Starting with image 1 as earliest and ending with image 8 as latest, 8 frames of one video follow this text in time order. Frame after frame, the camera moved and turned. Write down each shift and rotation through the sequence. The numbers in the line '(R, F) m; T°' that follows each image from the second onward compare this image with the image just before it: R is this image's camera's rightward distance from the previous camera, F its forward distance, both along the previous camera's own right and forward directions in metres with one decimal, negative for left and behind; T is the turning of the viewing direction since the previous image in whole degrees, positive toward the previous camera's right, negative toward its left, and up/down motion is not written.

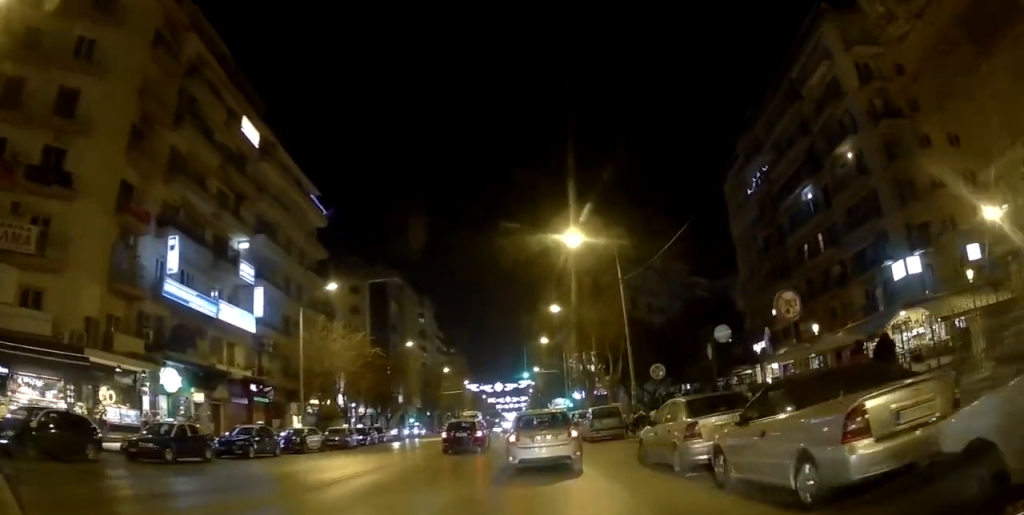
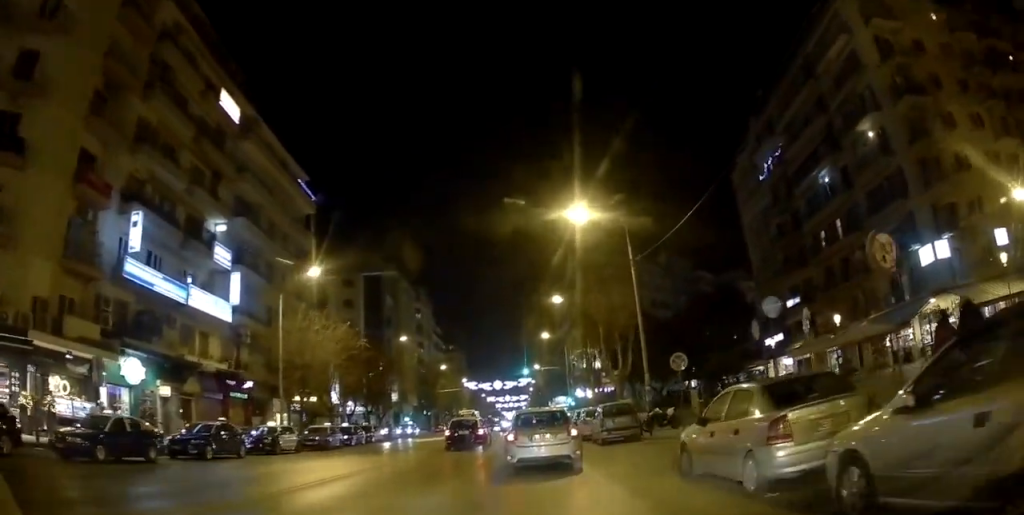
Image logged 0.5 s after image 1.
(+0.1, +3.6) m; +2°
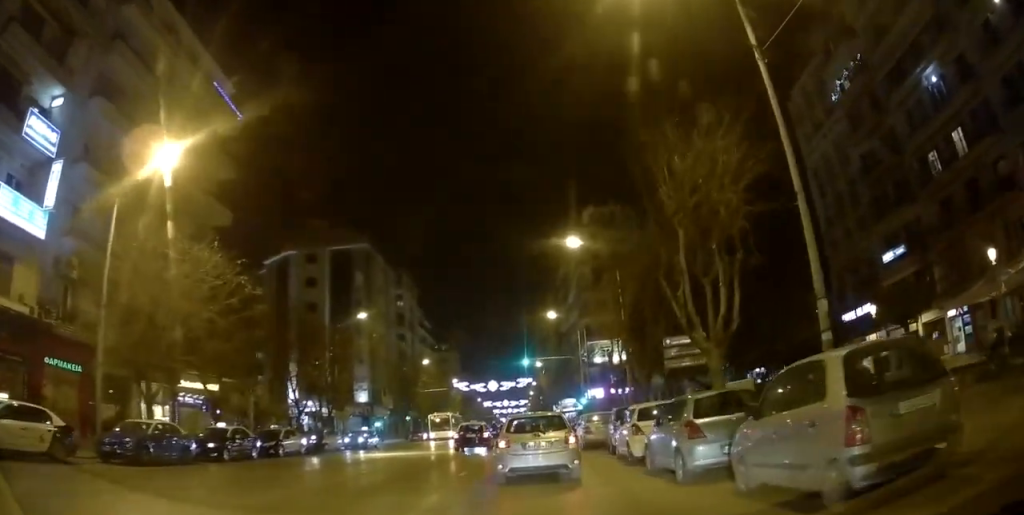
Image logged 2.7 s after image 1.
(+0.3, +16.9) m; -2°
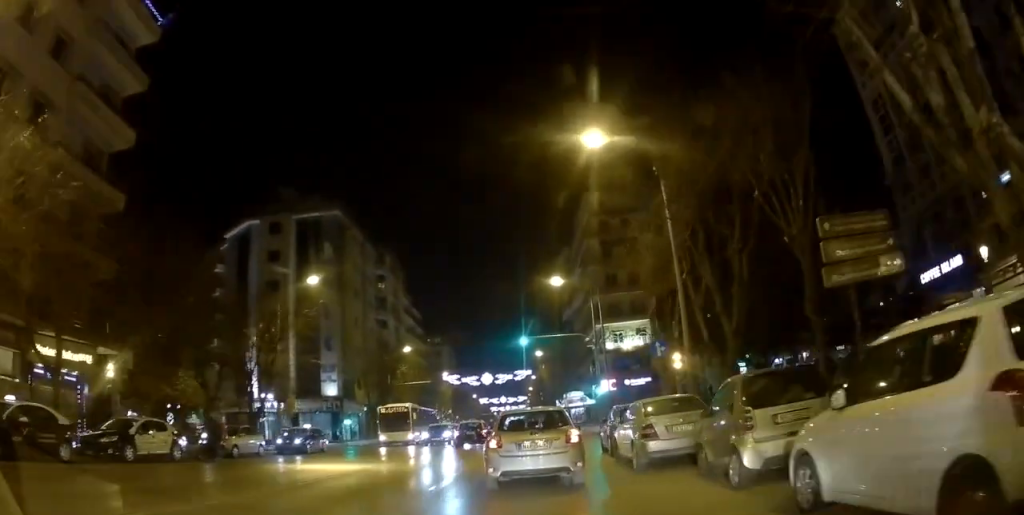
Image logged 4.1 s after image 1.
(-0.1, +11.3) m; -1°
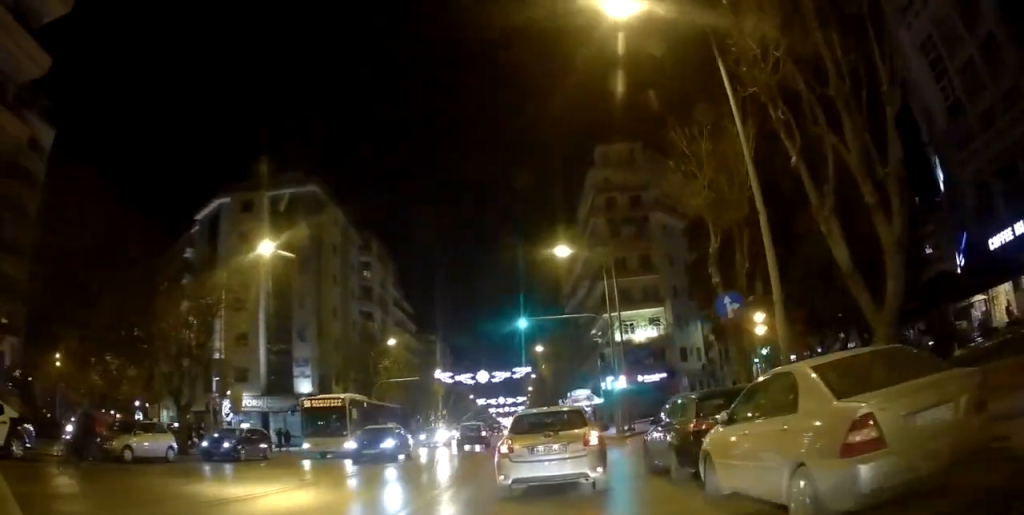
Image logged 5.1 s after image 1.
(-0.2, +7.6) m; -1°
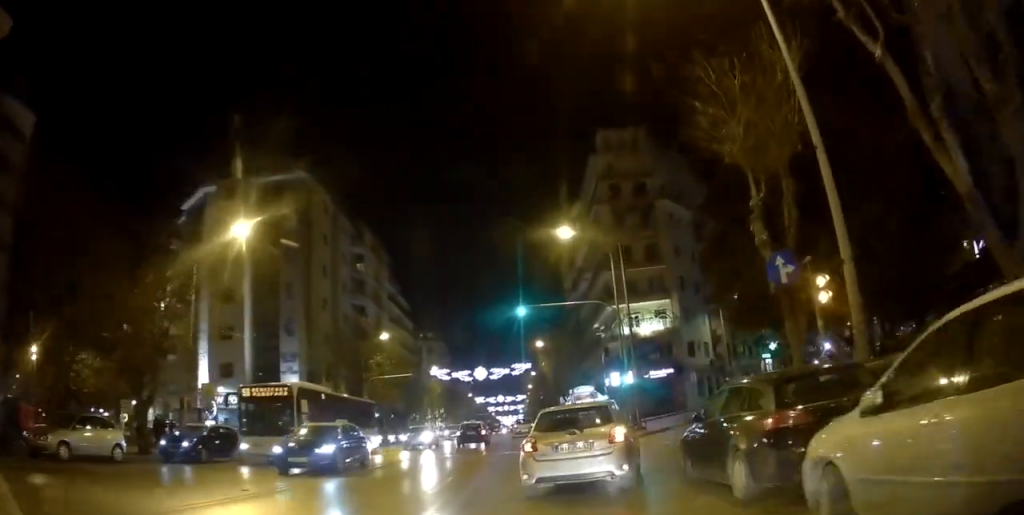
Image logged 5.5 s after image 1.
(0.0, +3.0) m; +1°
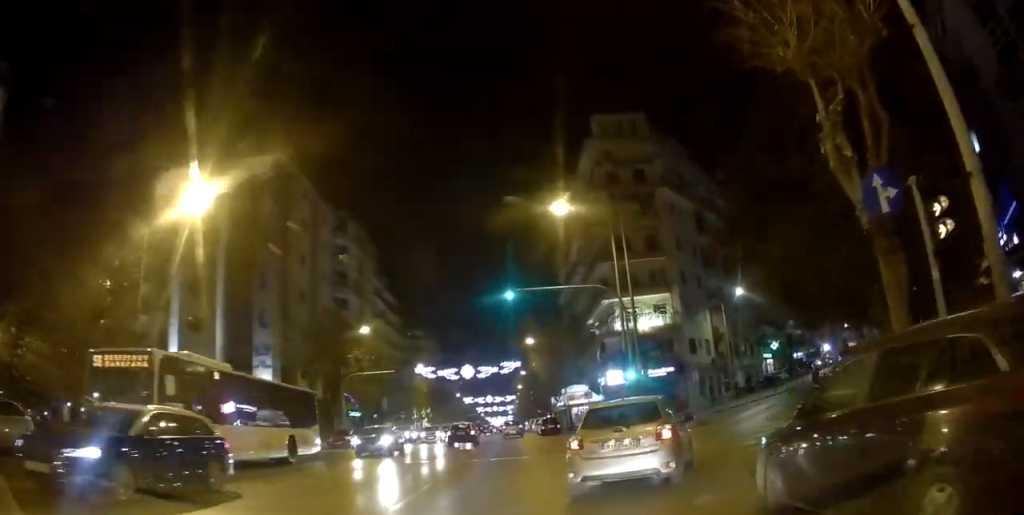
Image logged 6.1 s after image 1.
(0.0, +3.8) m; +1°
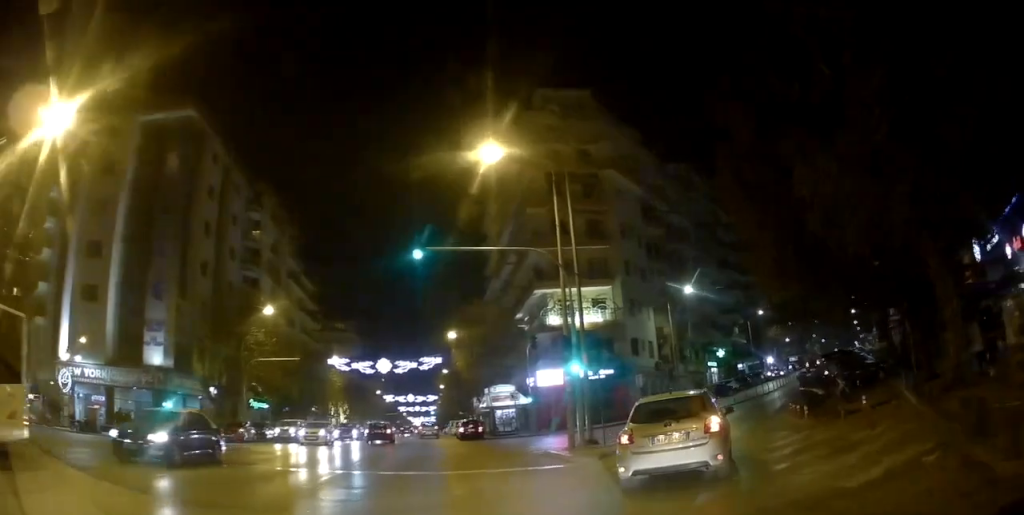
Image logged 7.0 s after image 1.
(+0.1, +6.1) m; +2°
